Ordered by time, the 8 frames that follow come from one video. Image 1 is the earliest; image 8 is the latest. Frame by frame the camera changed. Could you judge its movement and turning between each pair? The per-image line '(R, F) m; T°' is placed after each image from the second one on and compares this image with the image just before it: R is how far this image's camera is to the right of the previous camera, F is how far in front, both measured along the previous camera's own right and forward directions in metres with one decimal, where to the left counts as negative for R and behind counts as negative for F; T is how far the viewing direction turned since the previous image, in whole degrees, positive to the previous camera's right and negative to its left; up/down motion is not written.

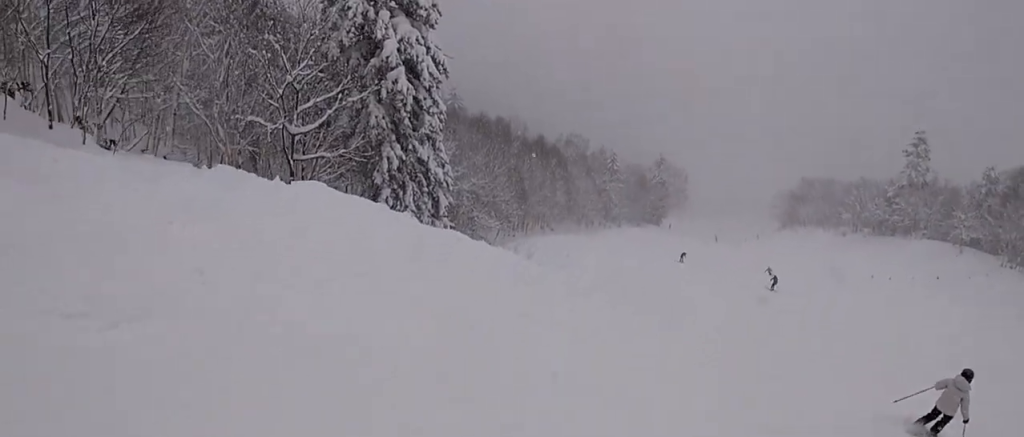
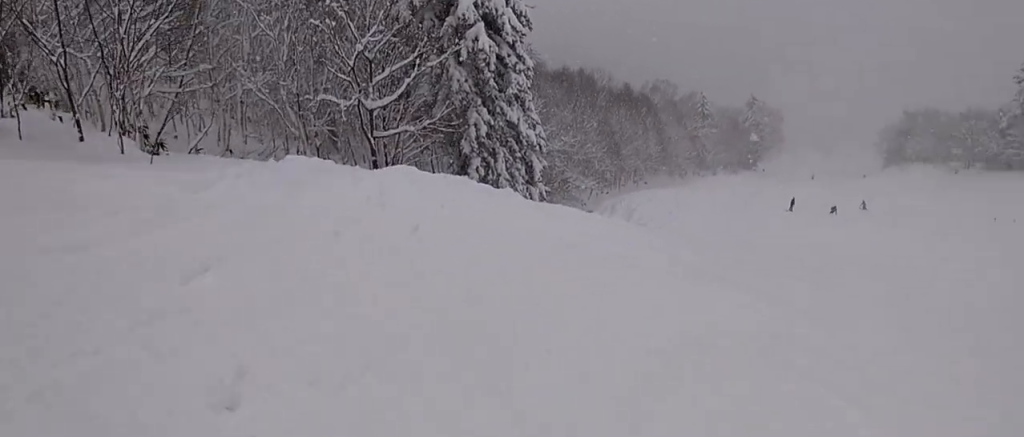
(+0.3, +3.8) m; +16°
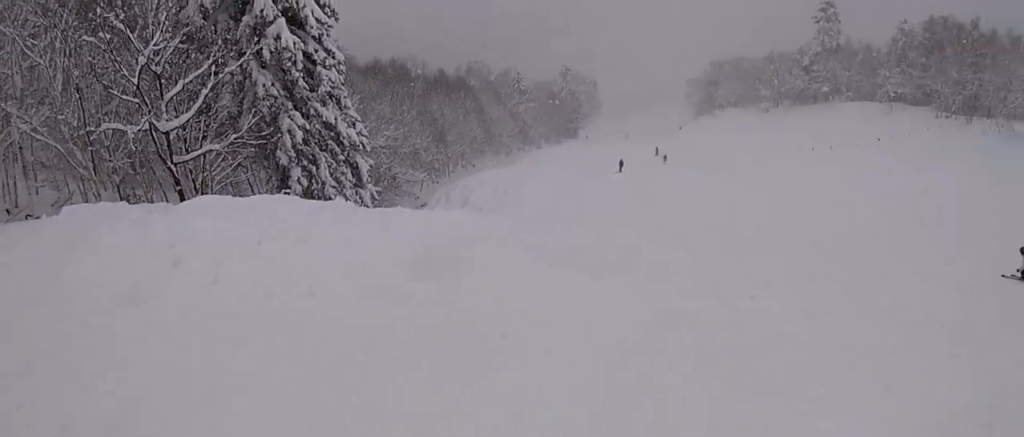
(+0.2, +2.8) m; +24°
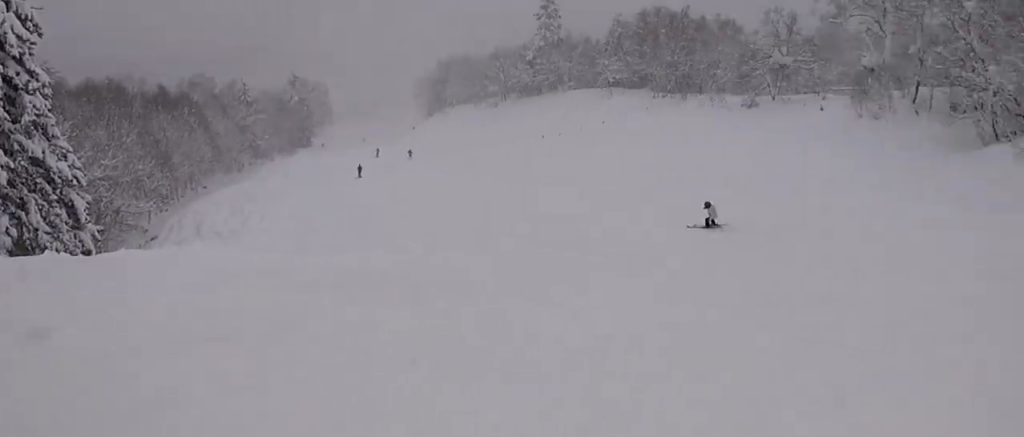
(+0.5, +1.2) m; +16°
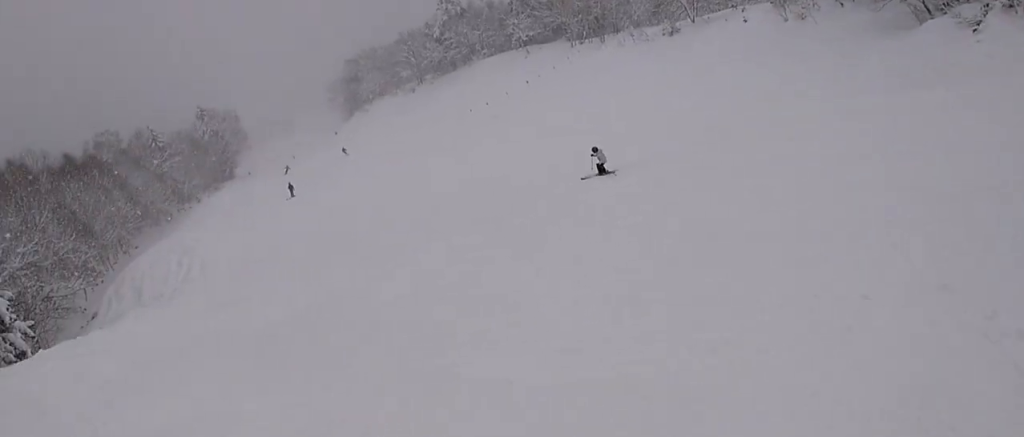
(+0.2, +1.7) m; +21°
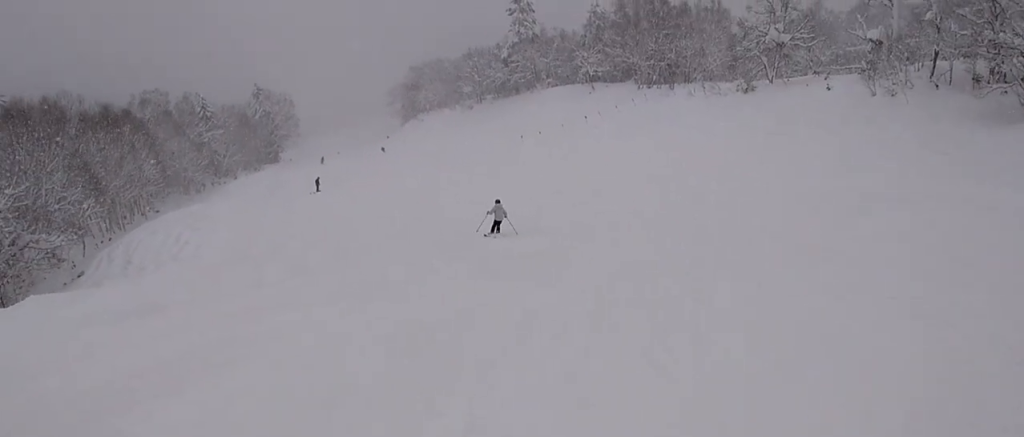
(+0.7, +4.2) m; -24°
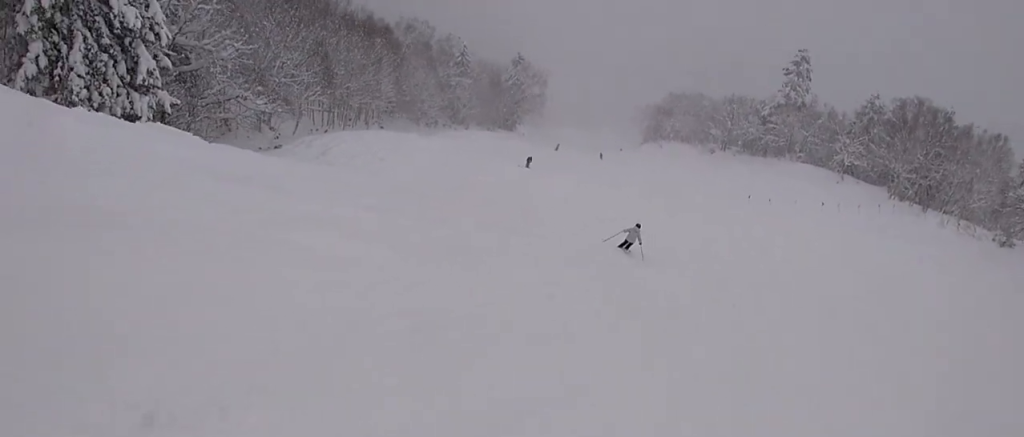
(-1.2, +1.9) m; -18°
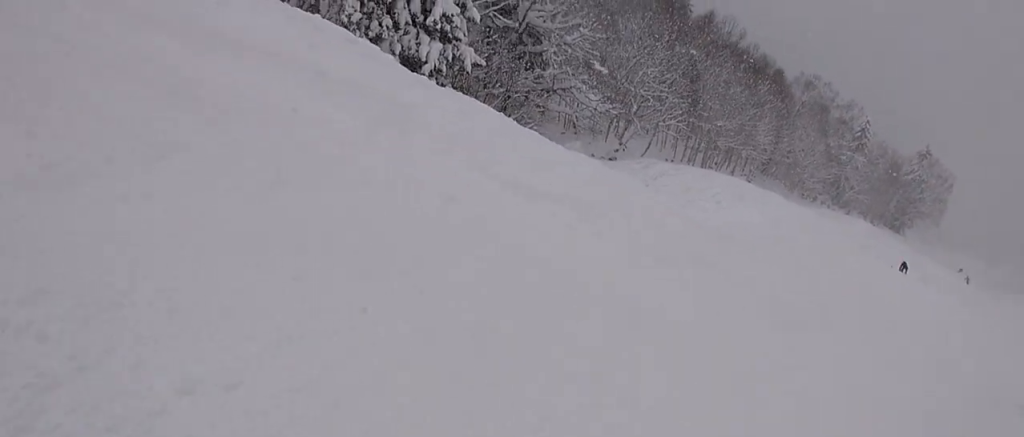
(-1.6, +5.6) m; -31°
